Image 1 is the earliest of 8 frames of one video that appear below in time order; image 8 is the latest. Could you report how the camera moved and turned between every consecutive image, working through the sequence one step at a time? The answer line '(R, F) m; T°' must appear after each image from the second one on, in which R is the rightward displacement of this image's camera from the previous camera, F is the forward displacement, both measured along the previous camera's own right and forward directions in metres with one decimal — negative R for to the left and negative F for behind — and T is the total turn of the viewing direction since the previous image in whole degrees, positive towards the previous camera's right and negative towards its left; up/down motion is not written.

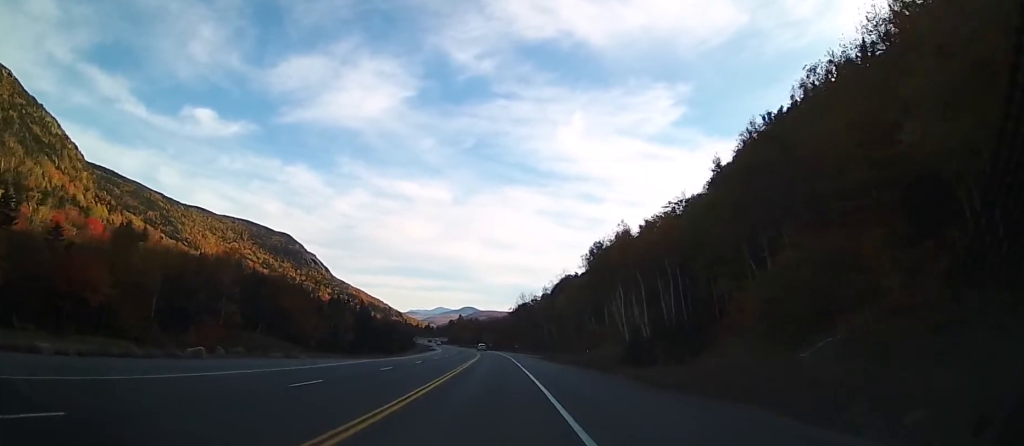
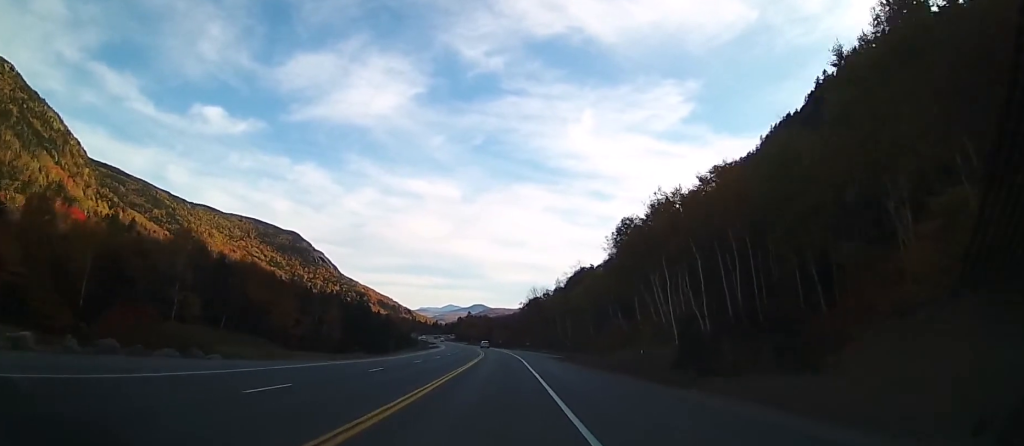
(-0.5, +15.4) m; -1°
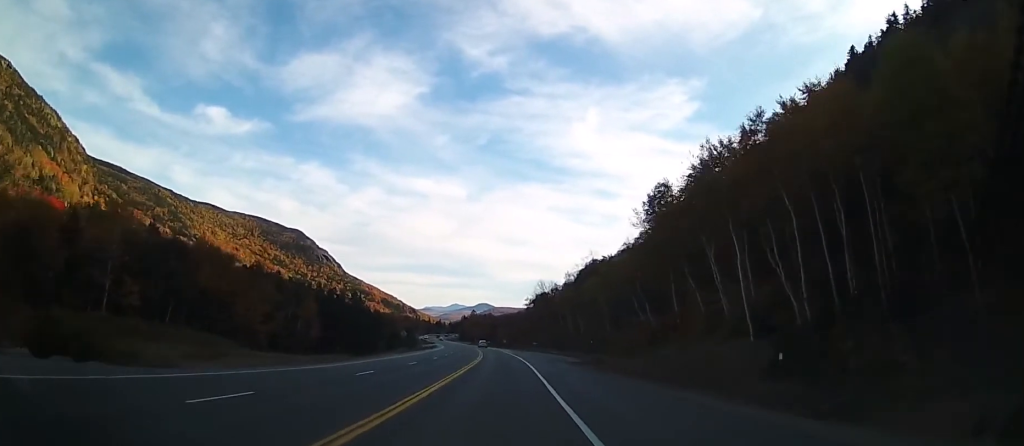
(-0.2, +14.6) m; -1°
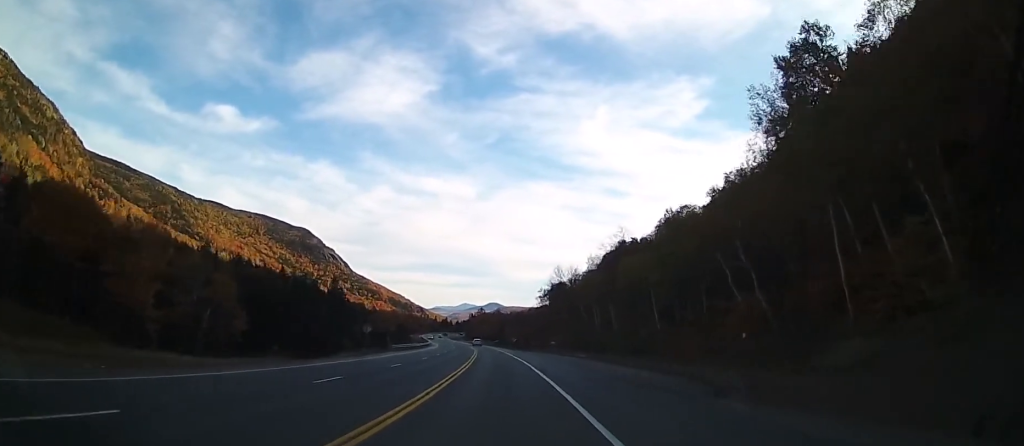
(0.0, +29.4) m; 0°
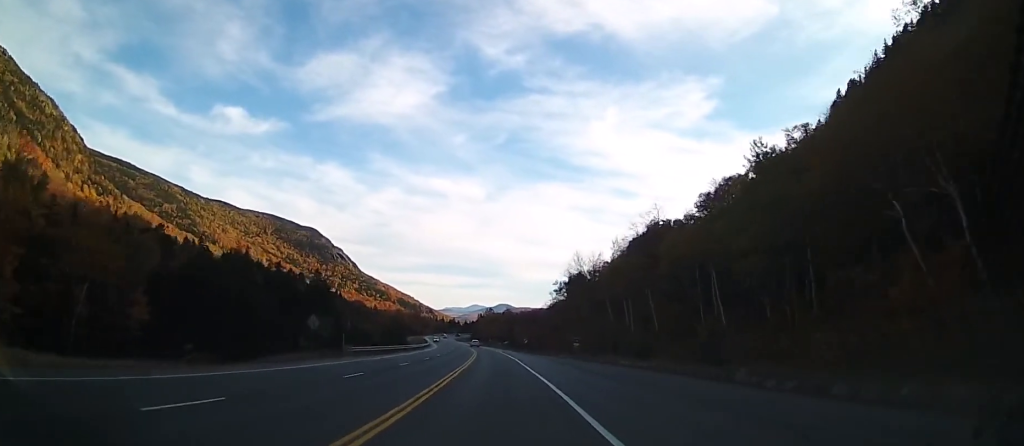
(-0.1, +20.3) m; -1°
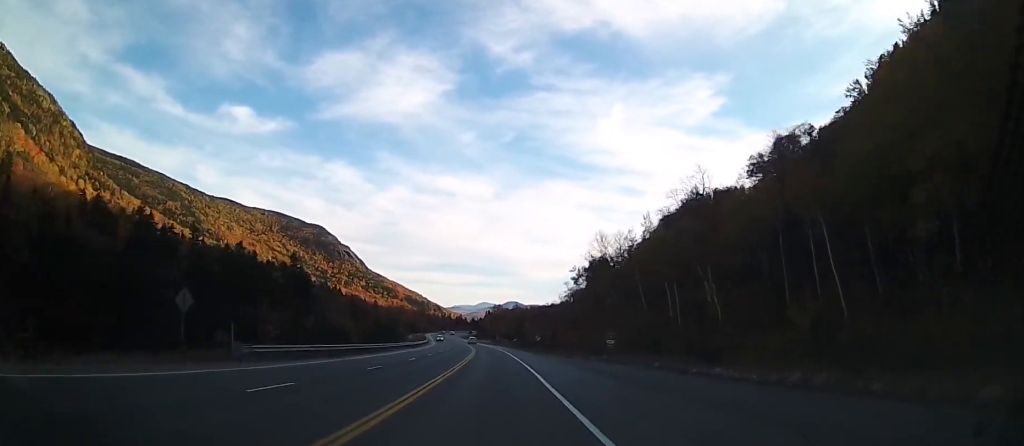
(-0.2, +19.5) m; -1°
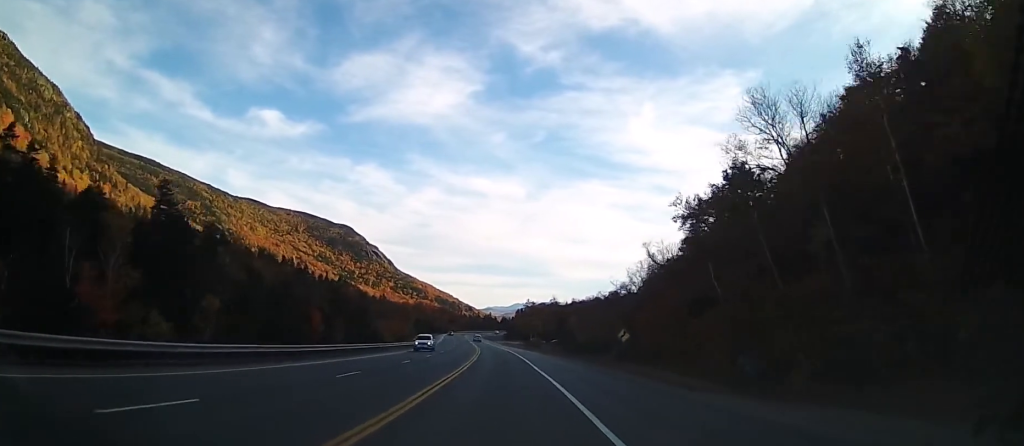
(-0.9, +53.4) m; -2°
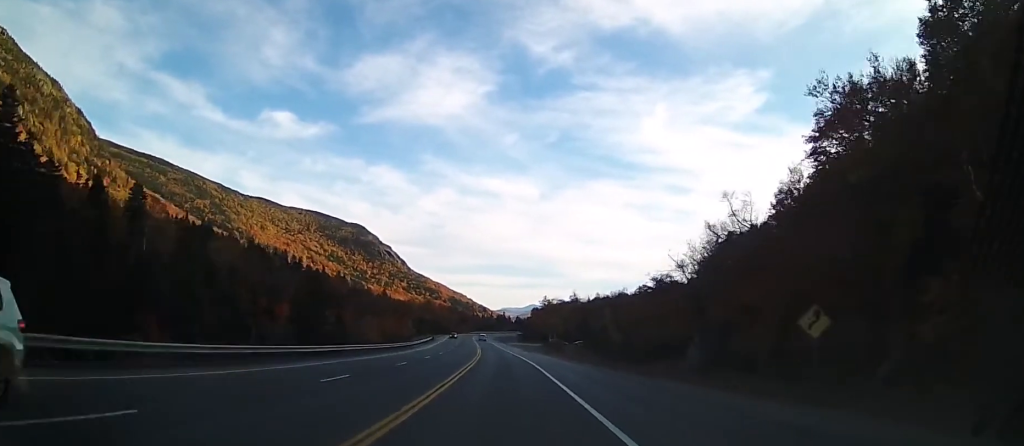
(-0.2, +26.4) m; -2°
